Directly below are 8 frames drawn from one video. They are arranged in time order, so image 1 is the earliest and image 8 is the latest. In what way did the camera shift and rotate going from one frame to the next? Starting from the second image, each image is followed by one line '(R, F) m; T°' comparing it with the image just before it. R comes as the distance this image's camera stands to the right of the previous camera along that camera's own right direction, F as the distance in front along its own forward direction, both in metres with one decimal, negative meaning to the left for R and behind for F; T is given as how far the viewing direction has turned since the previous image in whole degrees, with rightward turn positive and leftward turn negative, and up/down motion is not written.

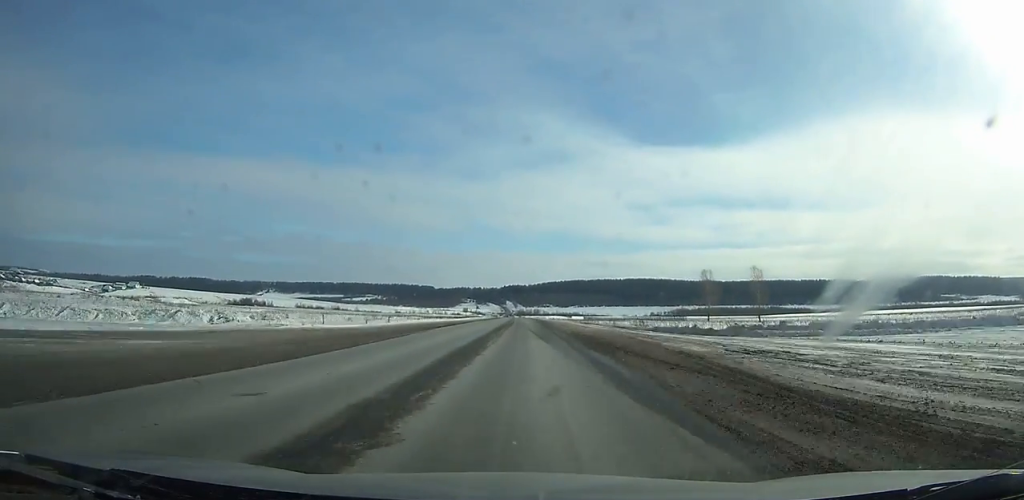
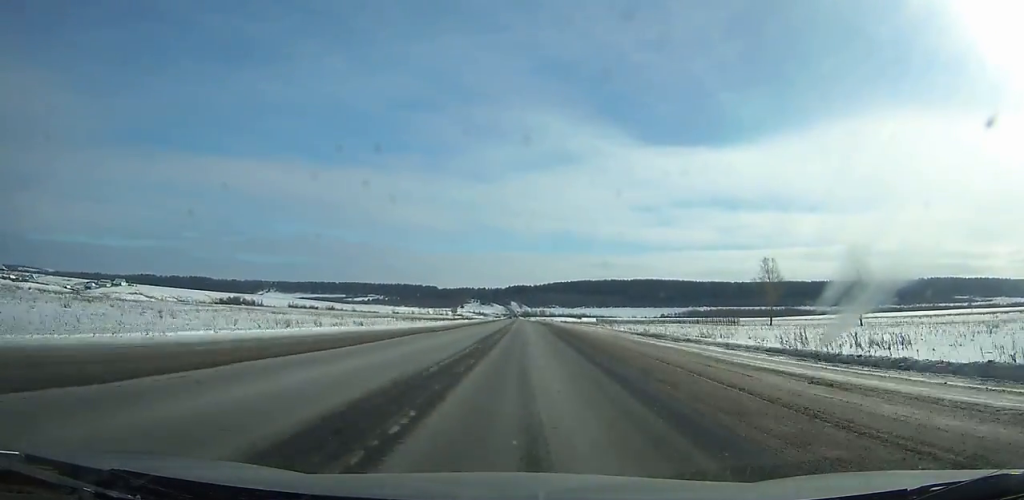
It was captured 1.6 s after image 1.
(-0.2, +42.5) m; 0°
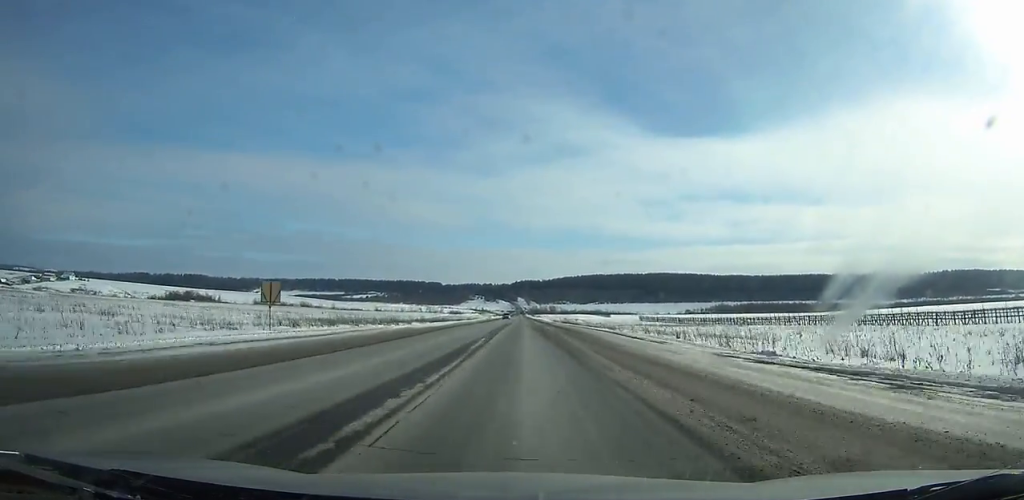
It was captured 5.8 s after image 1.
(-0.9, +111.2) m; -1°
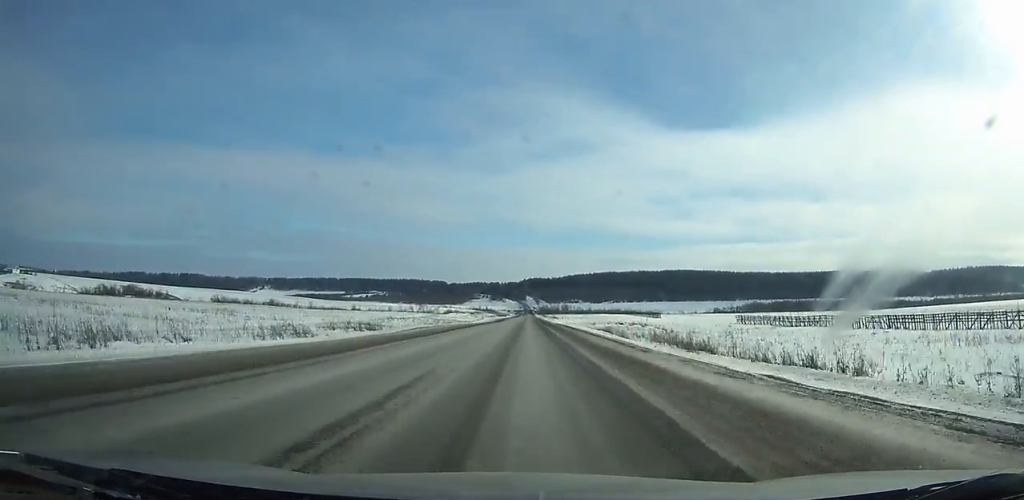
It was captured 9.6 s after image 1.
(-0.6, +99.4) m; -1°
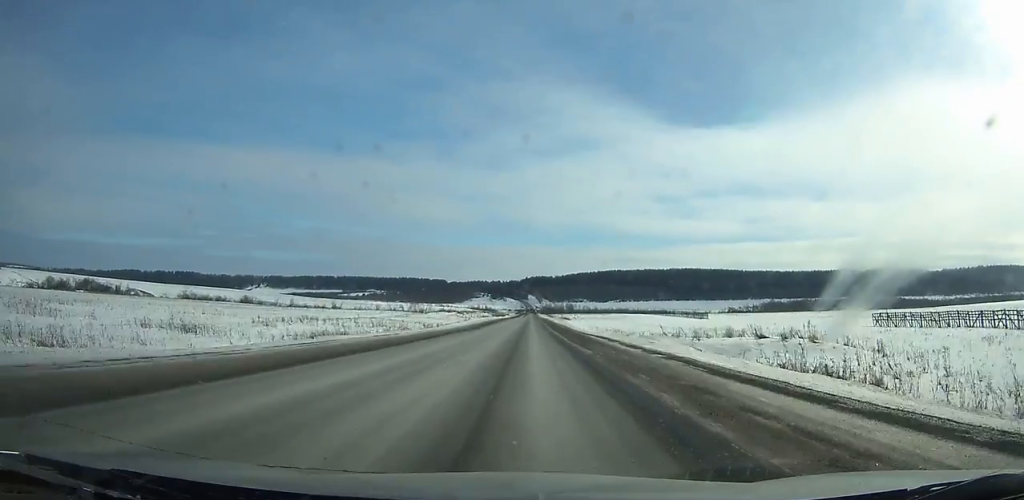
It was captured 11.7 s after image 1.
(-0.3, +54.1) m; 0°
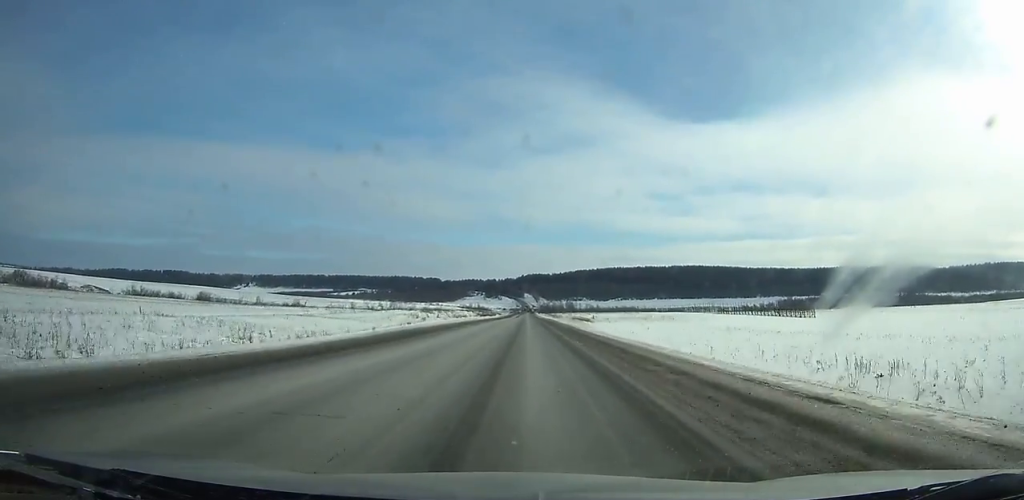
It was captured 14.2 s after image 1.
(0.0, +63.9) m; 0°
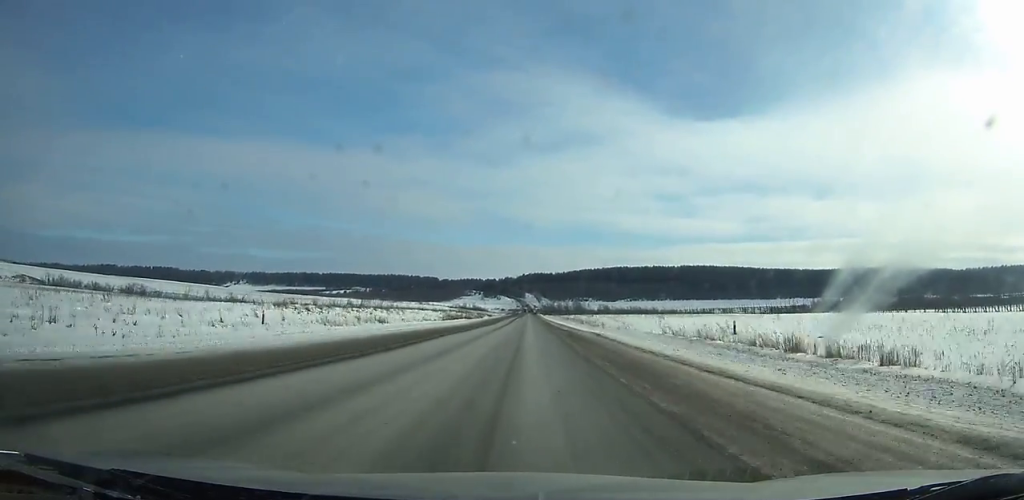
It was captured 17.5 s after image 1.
(+0.1, +83.7) m; 0°
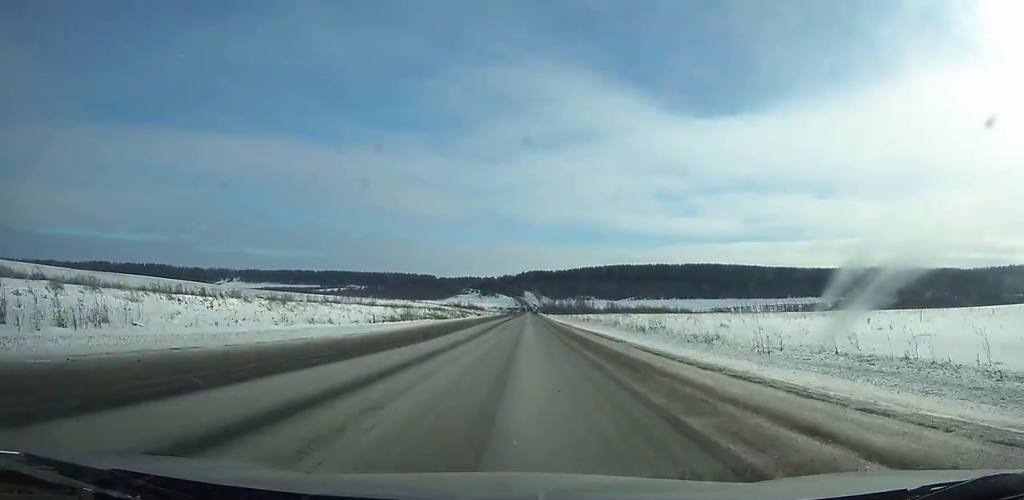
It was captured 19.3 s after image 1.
(0.0, +45.4) m; 0°
